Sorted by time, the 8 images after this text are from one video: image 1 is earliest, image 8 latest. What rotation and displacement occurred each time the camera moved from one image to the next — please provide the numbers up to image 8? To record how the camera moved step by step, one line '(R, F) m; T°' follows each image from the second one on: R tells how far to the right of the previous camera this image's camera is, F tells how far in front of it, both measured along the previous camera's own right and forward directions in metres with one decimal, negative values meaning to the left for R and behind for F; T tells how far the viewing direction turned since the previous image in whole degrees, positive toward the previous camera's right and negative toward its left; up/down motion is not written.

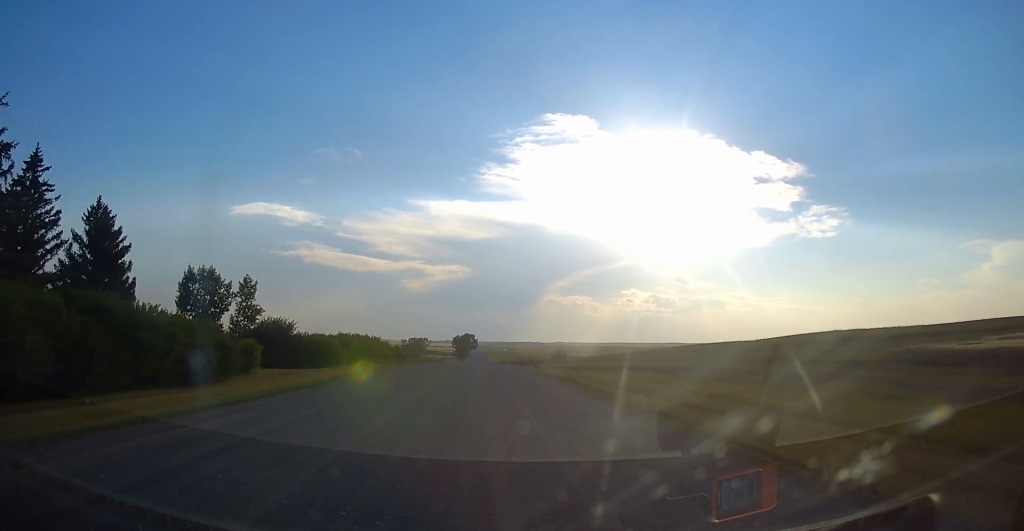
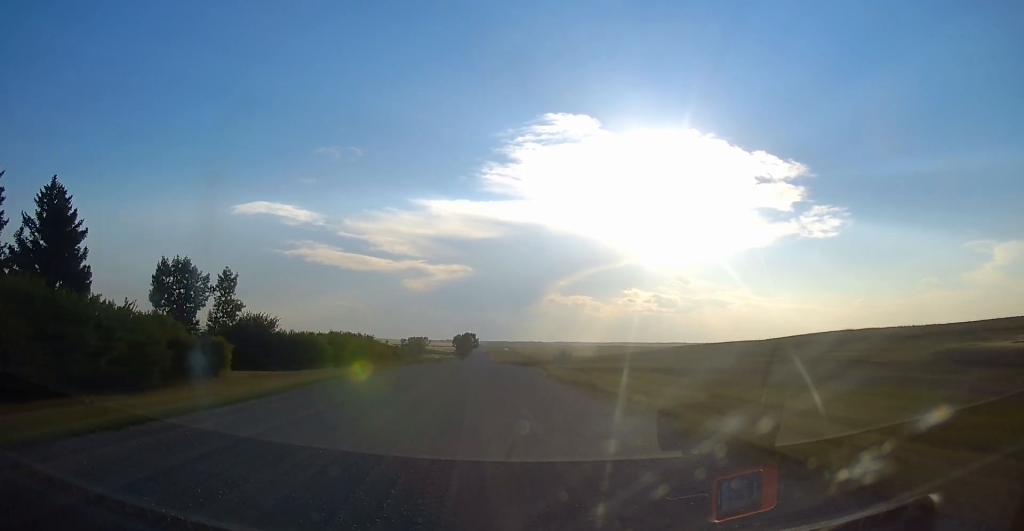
(-0.1, +5.9) m; +1°
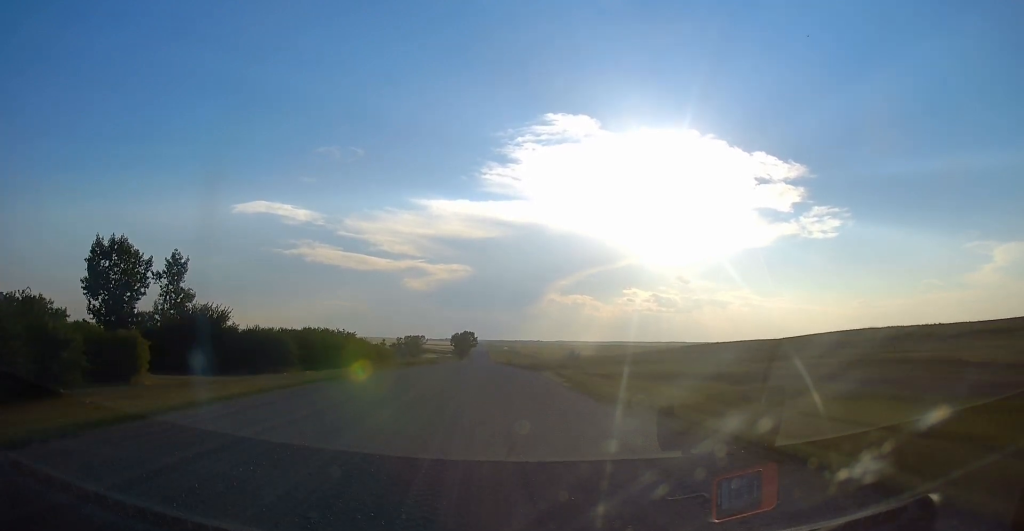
(+0.3, +10.9) m; 0°
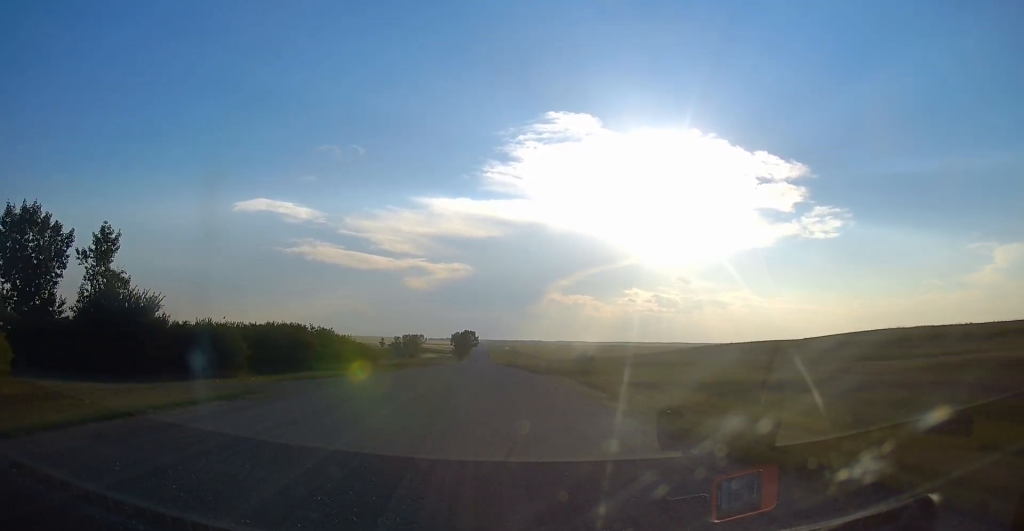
(0.0, +10.9) m; -1°
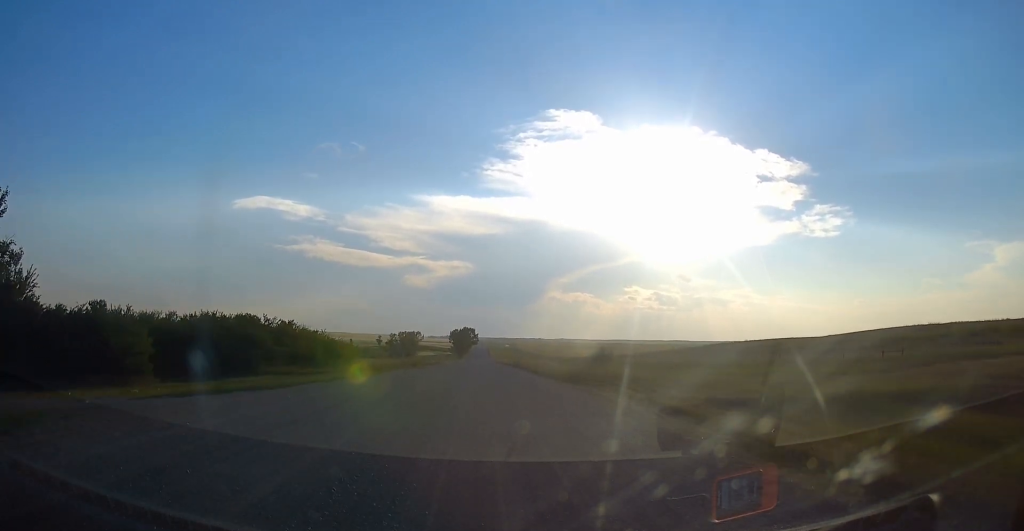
(-0.3, +11.9) m; -1°
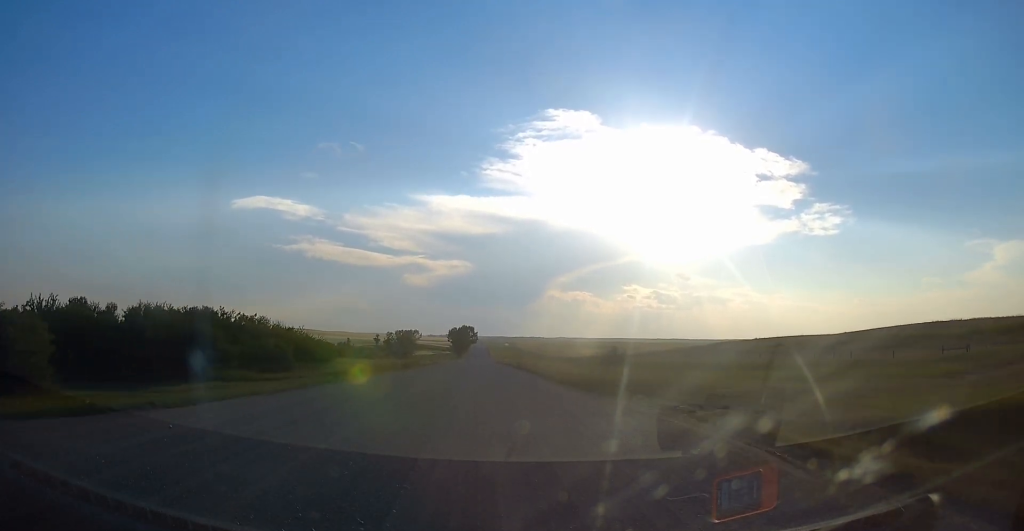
(0.0, +7.3) m; 0°
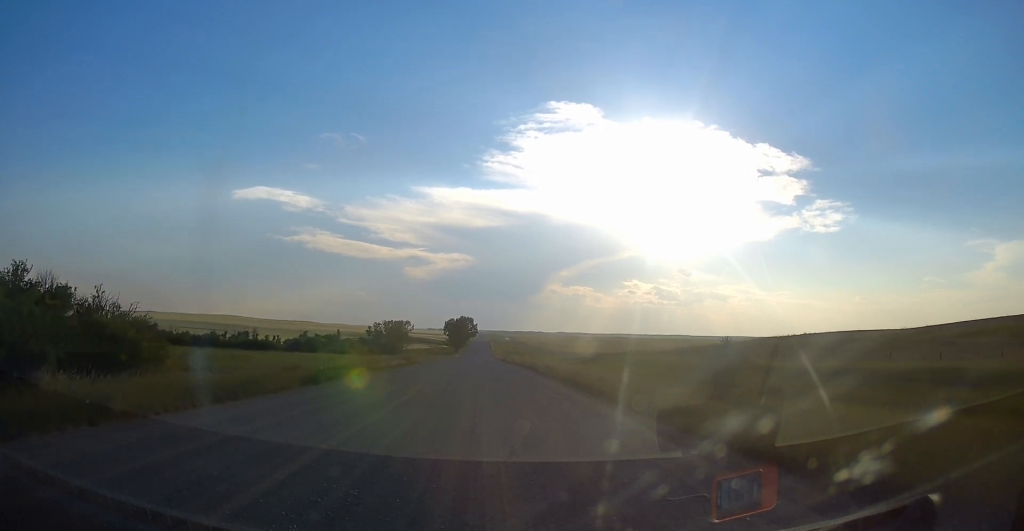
(0.0, +29.8) m; 0°
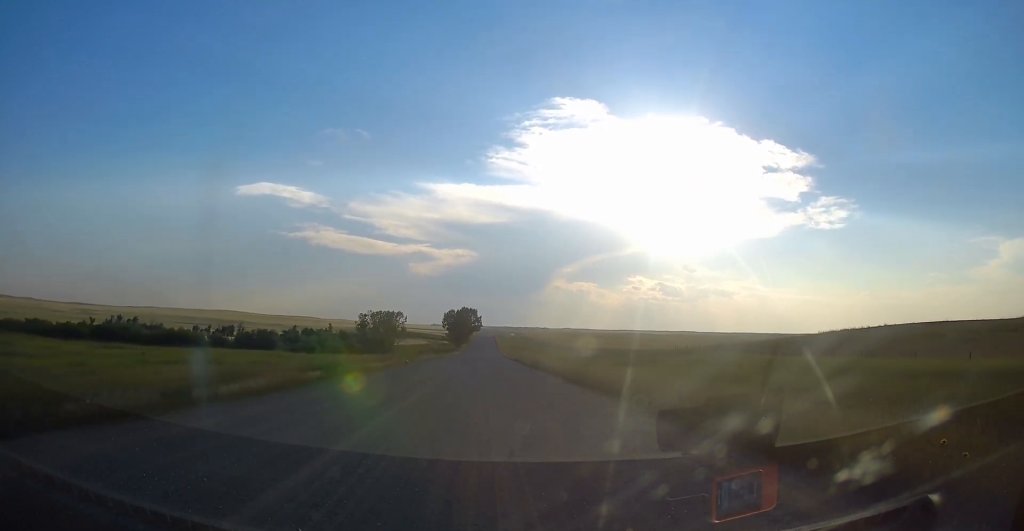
(0.0, +32.3) m; 0°
